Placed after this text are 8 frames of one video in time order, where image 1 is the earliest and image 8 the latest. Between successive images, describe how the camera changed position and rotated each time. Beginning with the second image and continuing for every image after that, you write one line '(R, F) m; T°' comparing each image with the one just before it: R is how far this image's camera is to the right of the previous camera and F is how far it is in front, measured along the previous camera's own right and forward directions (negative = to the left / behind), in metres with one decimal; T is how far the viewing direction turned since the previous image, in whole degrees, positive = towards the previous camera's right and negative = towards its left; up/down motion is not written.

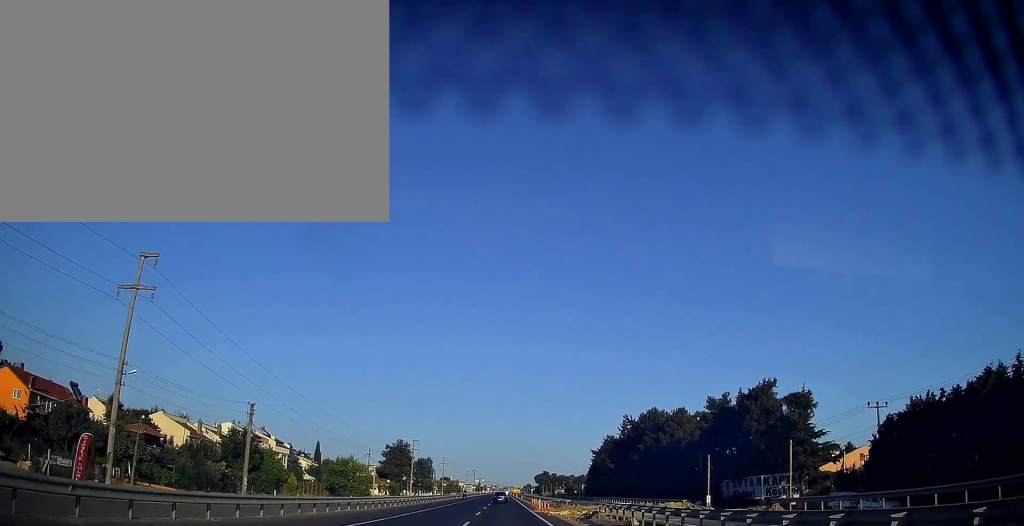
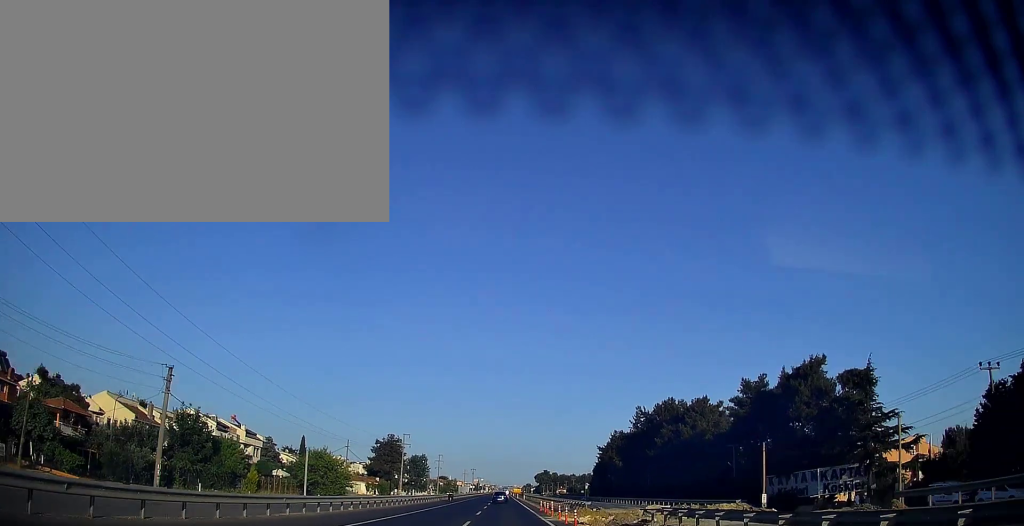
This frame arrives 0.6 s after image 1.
(+0.1, +13.7) m; 0°
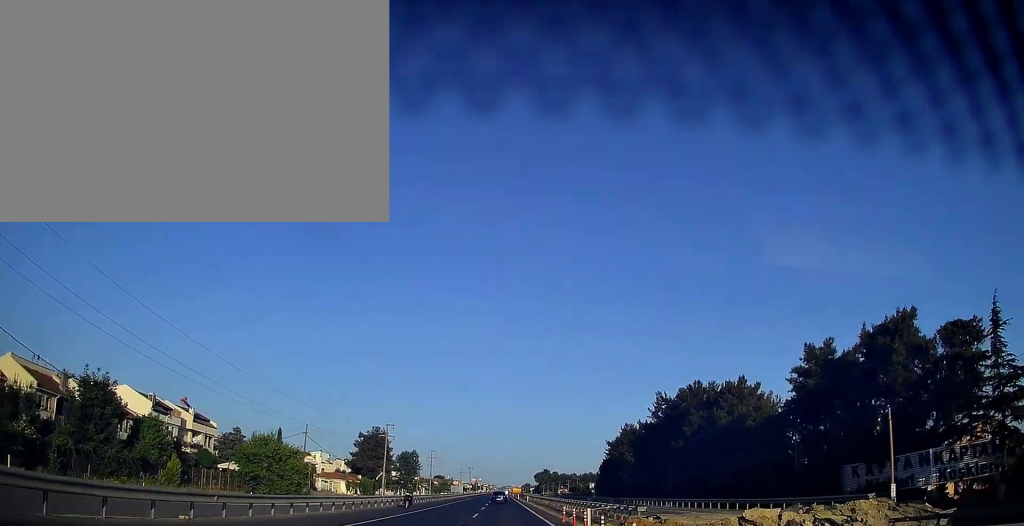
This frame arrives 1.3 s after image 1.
(-0.1, +17.8) m; 0°
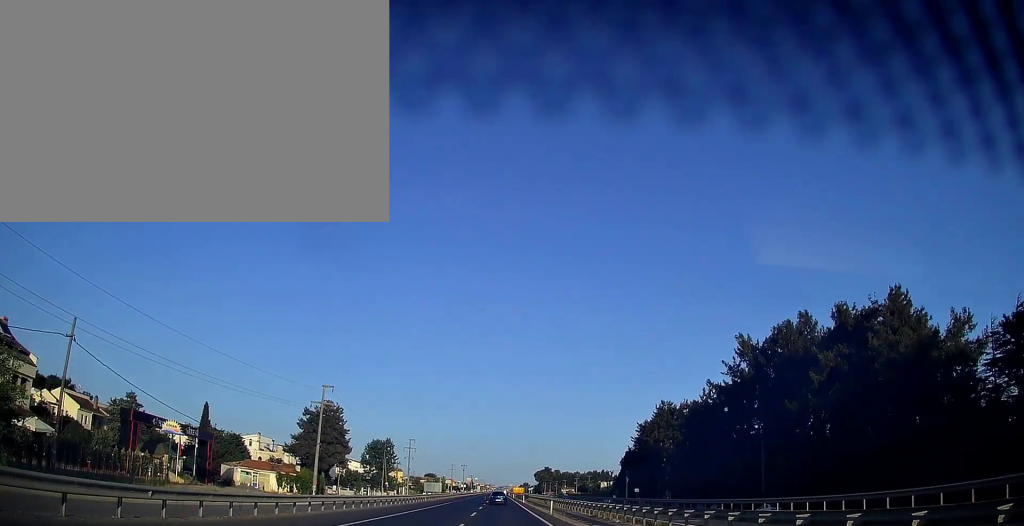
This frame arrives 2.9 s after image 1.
(+0.1, +39.6) m; 0°
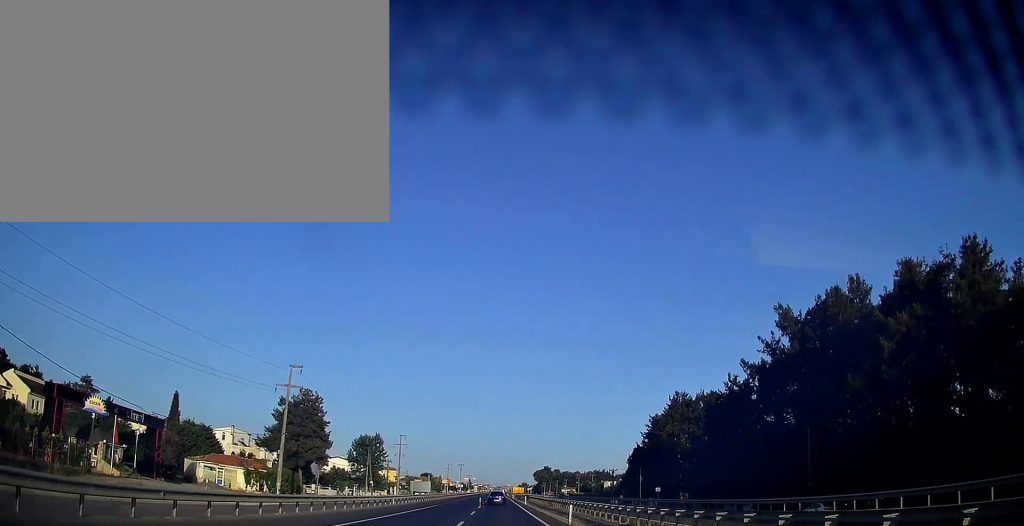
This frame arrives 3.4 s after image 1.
(+0.1, +11.4) m; 0°
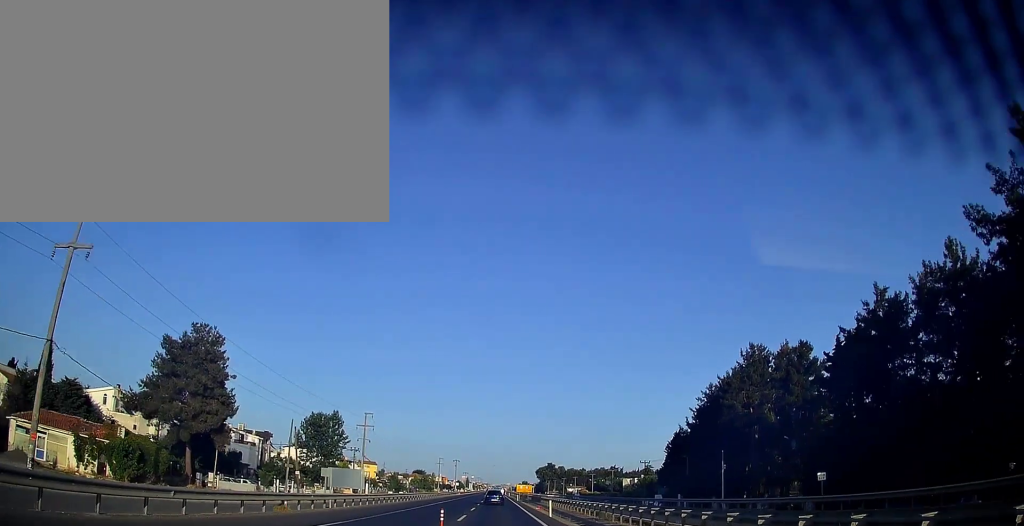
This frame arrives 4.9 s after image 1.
(0.0, +35.3) m; 0°
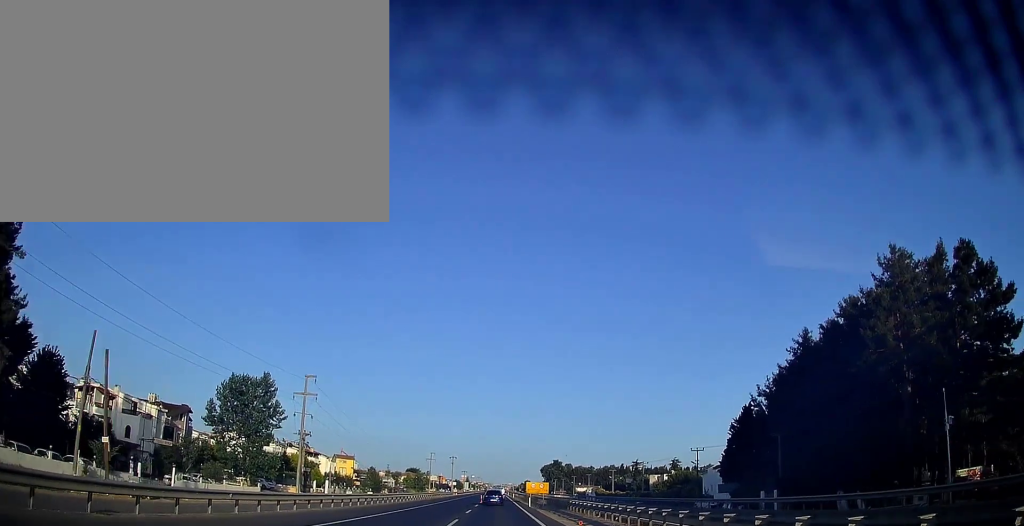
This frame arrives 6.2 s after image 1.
(-0.1, +32.4) m; 0°
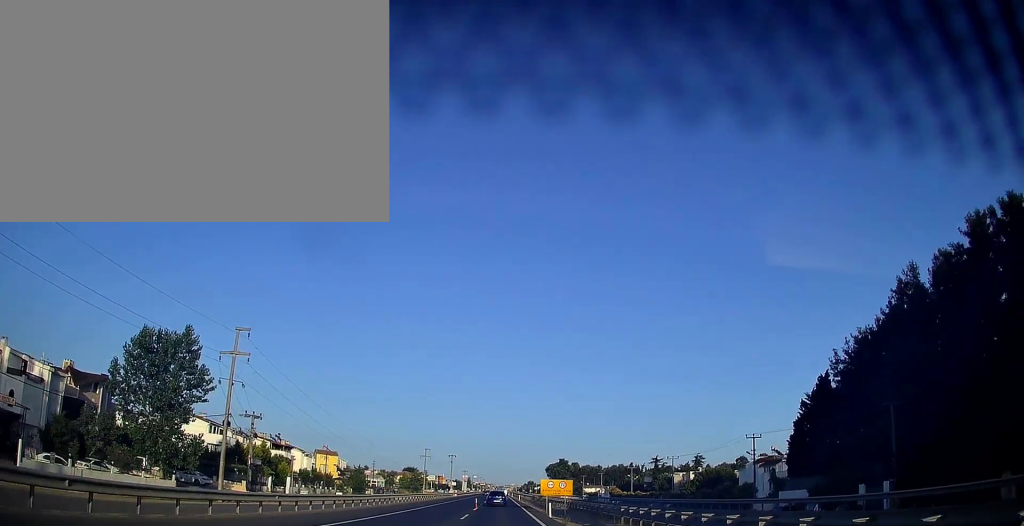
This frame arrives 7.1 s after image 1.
(0.0, +20.2) m; 0°
